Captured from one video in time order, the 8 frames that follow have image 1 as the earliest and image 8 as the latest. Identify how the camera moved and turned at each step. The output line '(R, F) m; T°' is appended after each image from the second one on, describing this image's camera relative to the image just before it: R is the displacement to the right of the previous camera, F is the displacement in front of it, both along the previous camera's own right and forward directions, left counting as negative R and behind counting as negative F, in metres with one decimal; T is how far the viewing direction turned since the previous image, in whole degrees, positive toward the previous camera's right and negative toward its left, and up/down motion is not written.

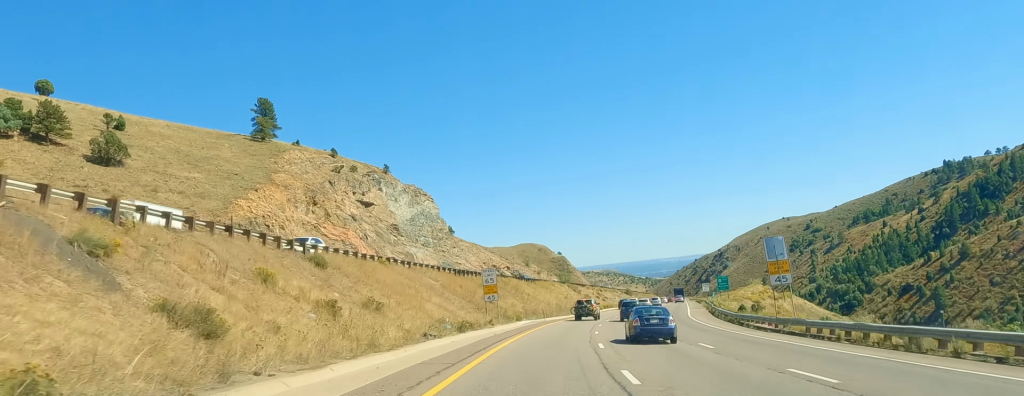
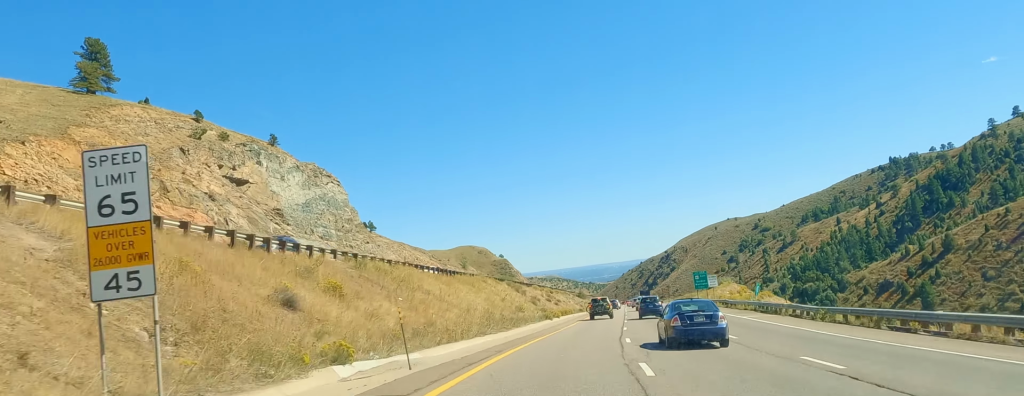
(+1.7, +48.1) m; +4°
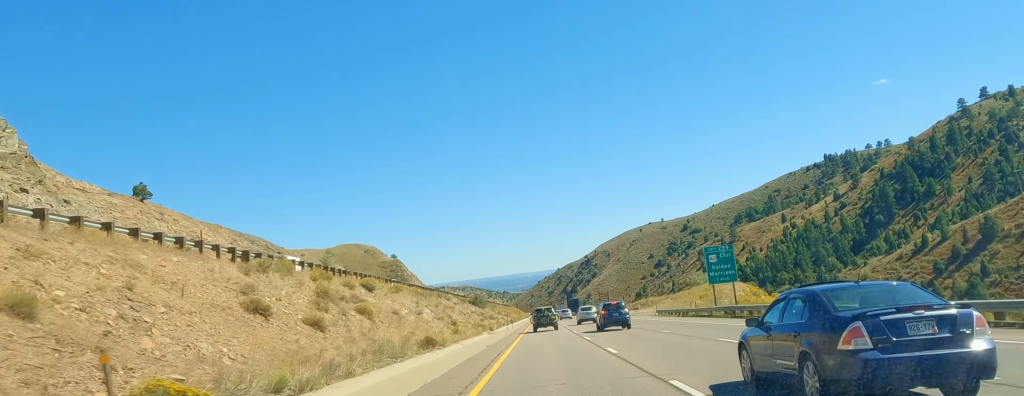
(+2.7, +101.0) m; +1°
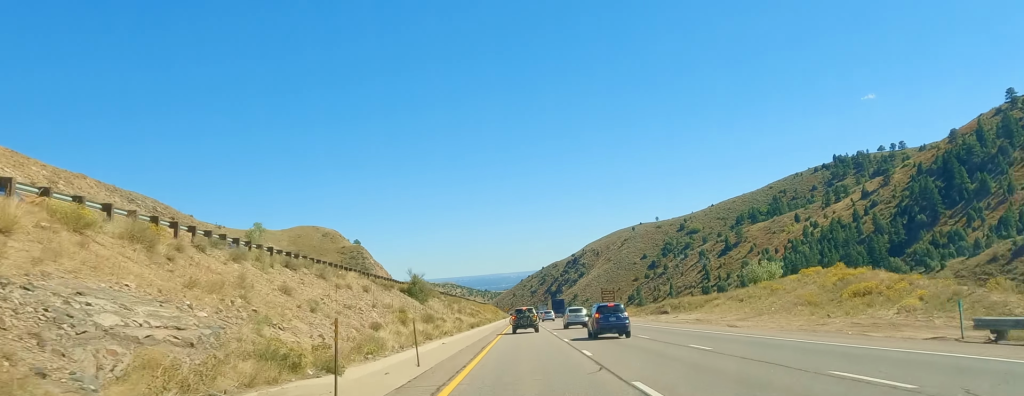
(-0.1, +58.3) m; +1°
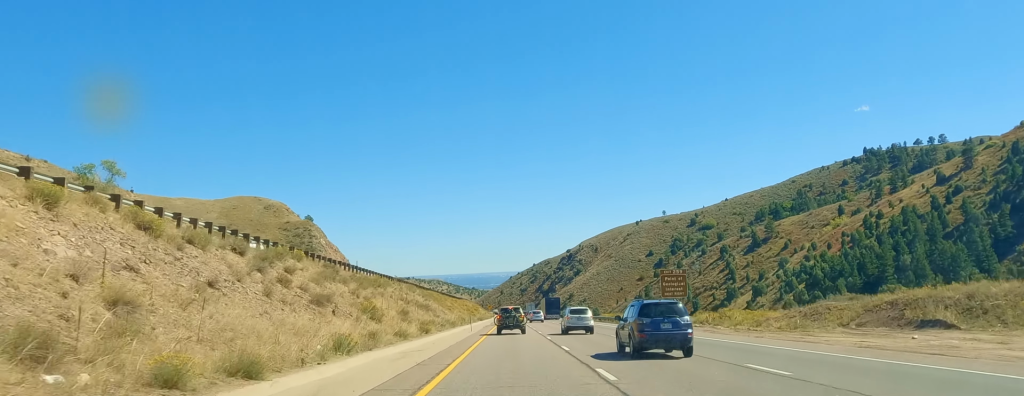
(+1.6, +78.4) m; +1°
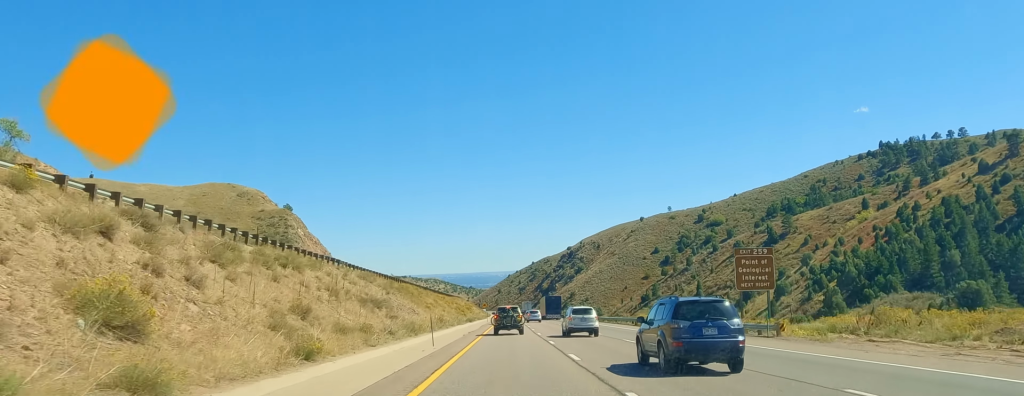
(+0.2, +29.3) m; 0°
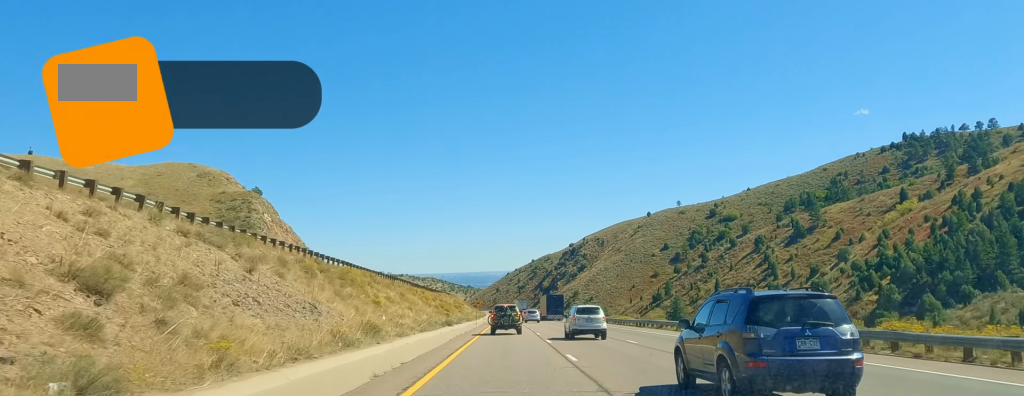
(-0.2, +37.1) m; -1°
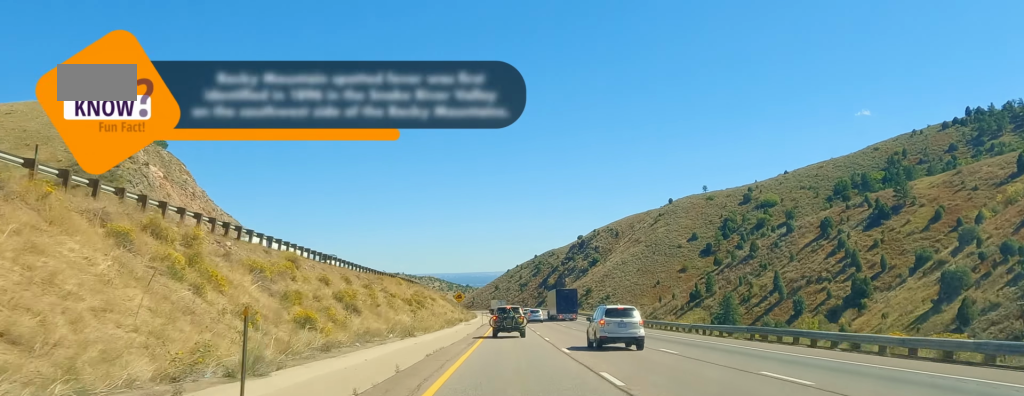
(-1.0, +78.2) m; 0°
